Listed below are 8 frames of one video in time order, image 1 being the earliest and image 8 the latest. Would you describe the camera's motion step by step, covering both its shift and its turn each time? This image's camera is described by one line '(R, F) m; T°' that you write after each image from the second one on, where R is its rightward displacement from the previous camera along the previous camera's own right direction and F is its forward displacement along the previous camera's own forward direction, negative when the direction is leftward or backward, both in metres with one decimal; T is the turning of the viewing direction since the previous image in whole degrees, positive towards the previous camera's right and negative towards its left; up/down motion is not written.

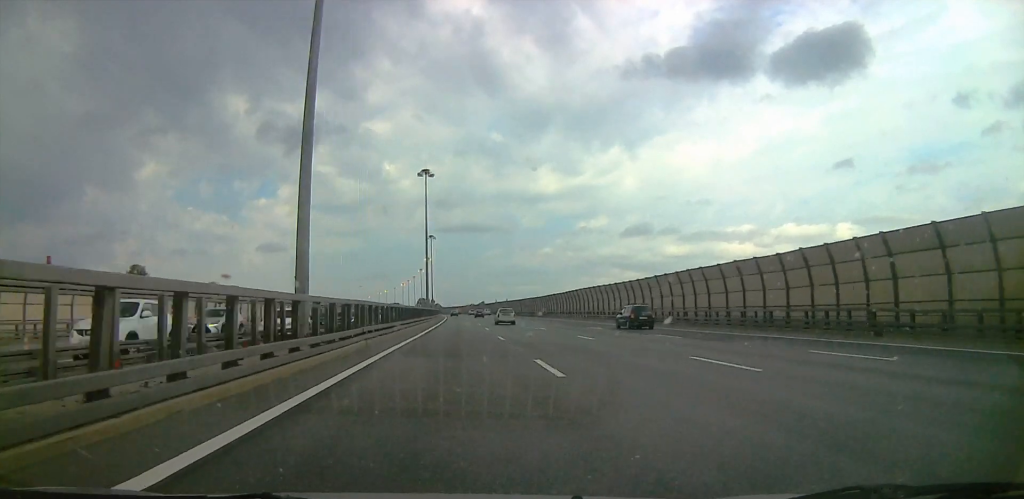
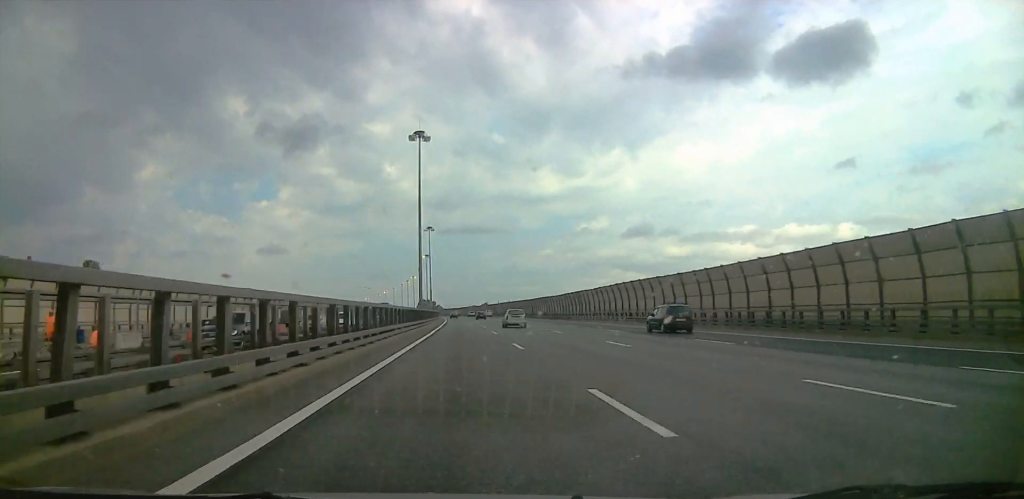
(-0.6, +20.0) m; 0°
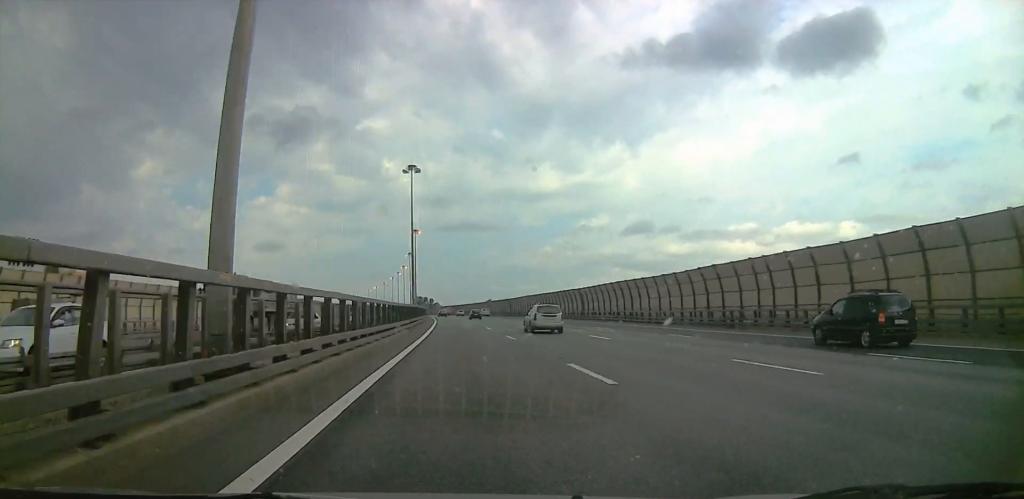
(+0.6, +60.7) m; 0°
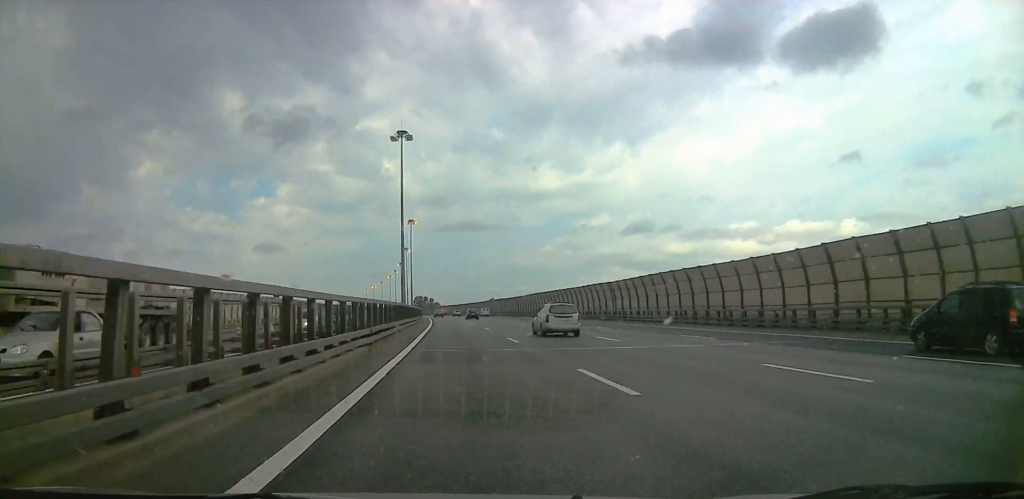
(-0.7, +18.3) m; 0°
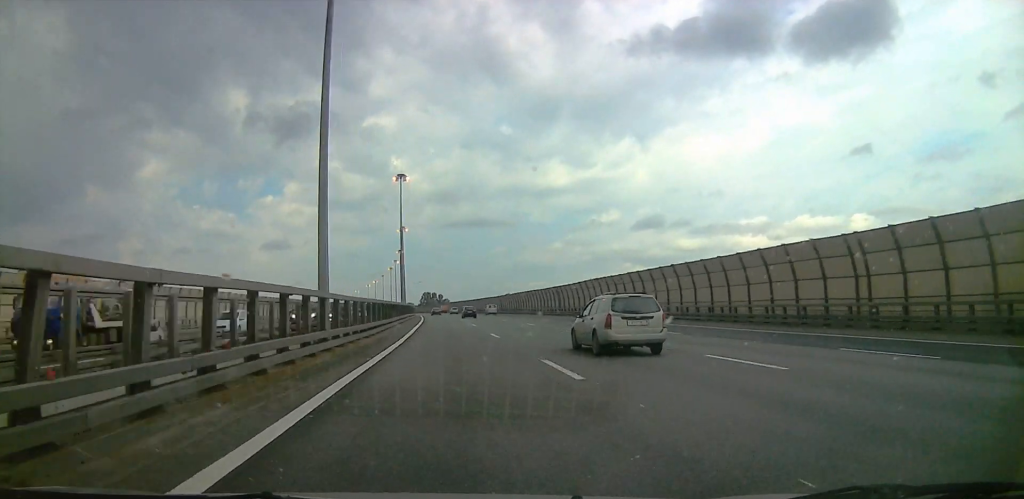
(+1.6, +49.2) m; +1°
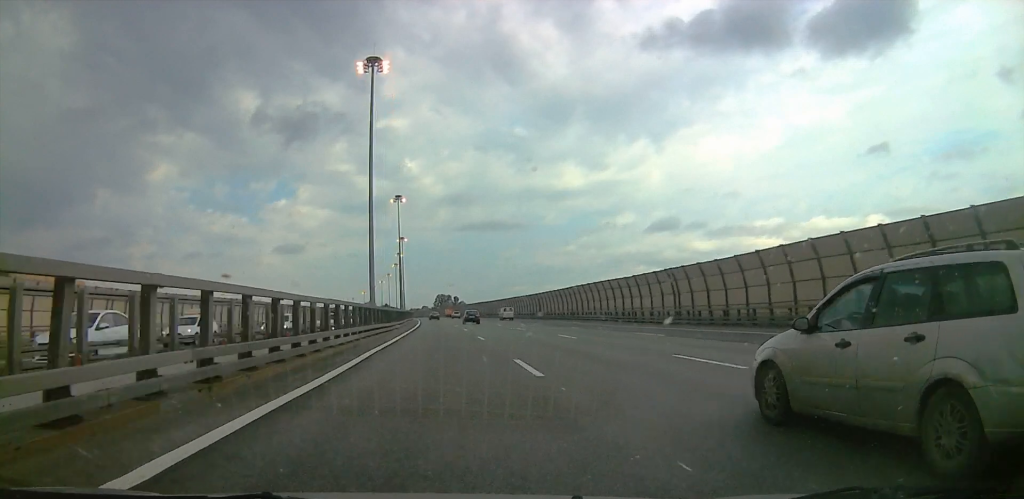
(-1.2, +54.7) m; -2°
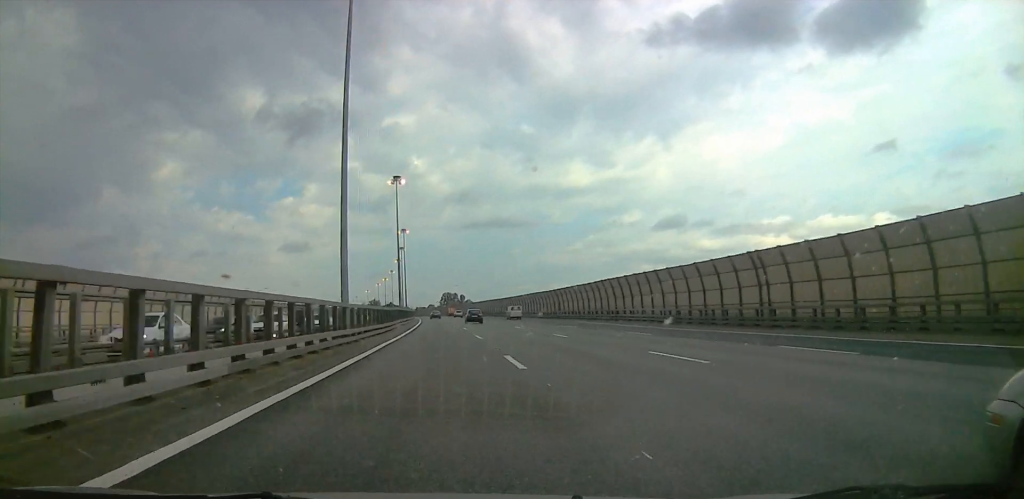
(+0.1, +17.5) m; -1°
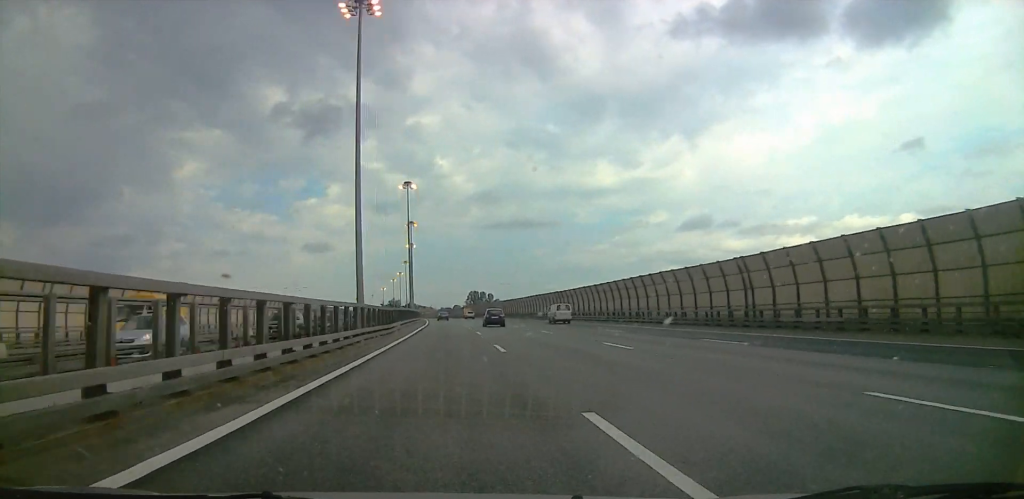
(-2.1, +70.9) m; -3°
